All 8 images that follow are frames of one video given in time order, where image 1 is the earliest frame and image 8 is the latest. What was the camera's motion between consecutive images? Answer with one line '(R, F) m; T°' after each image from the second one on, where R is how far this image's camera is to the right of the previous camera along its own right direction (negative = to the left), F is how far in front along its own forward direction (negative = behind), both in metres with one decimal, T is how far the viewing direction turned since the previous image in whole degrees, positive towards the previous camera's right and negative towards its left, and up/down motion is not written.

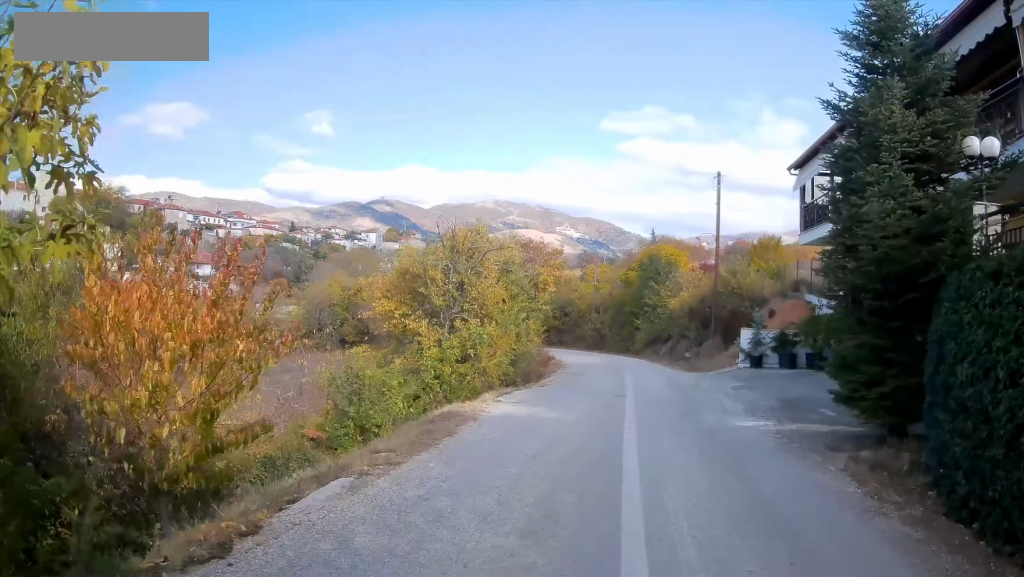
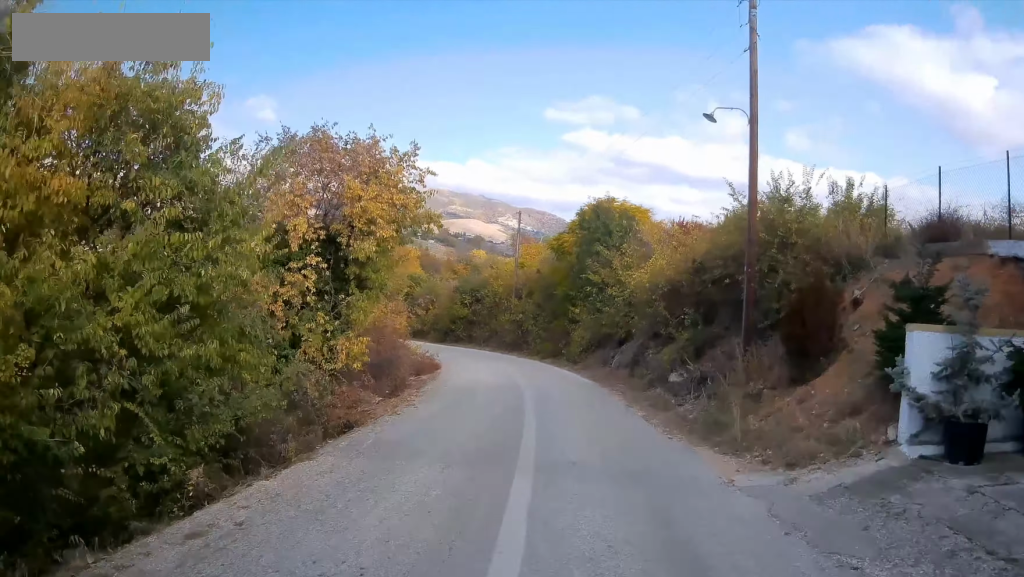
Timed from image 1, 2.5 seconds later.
(+1.4, +16.6) m; +6°
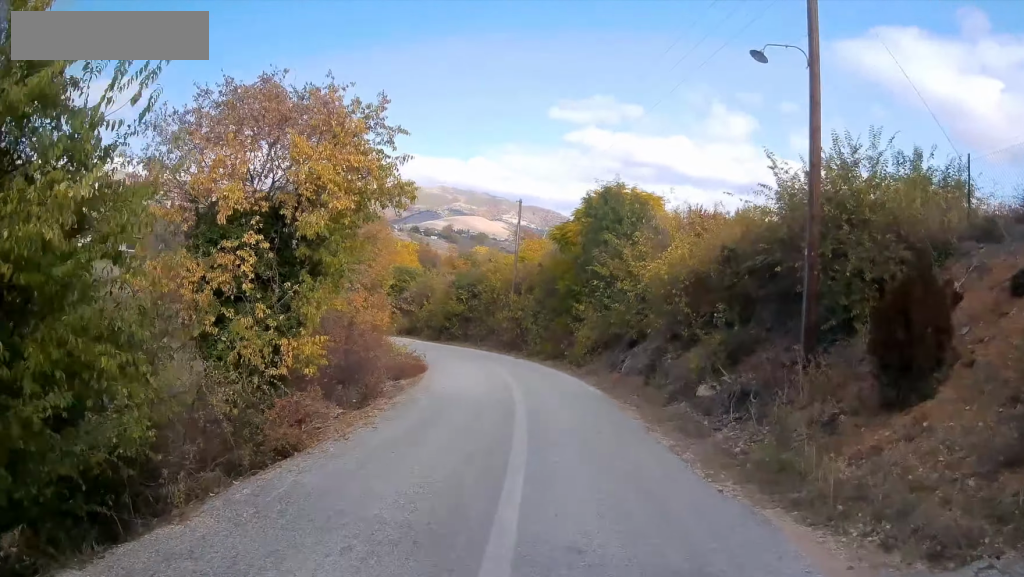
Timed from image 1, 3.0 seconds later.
(0.0, +3.2) m; -2°
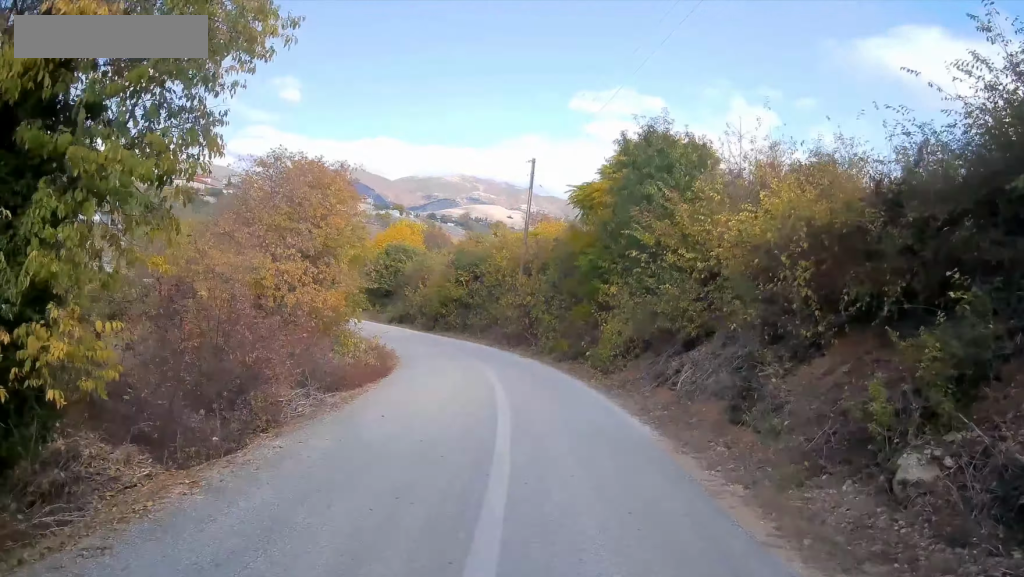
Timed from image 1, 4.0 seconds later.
(-0.3, +7.3) m; -3°
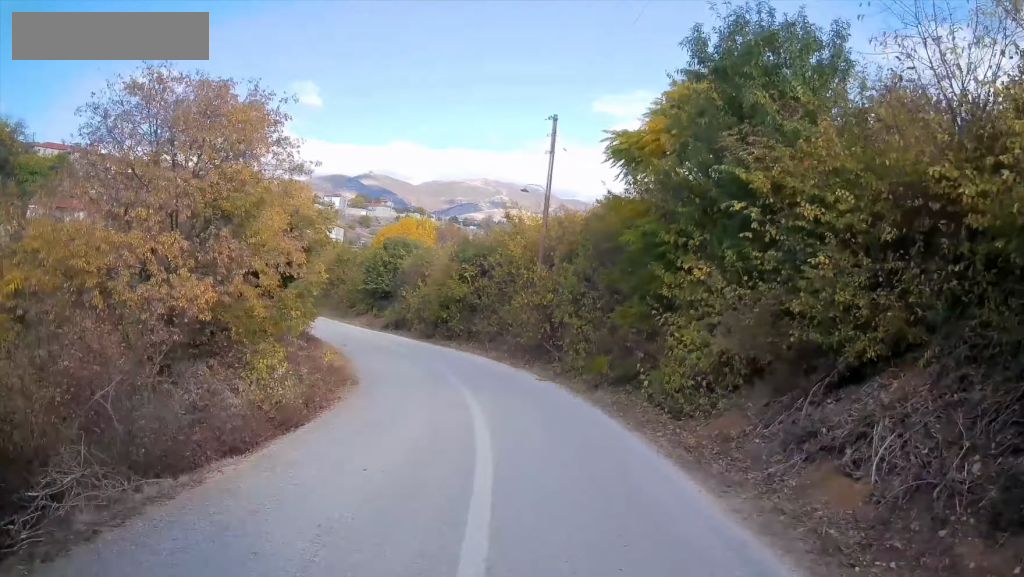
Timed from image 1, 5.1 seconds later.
(-0.1, +7.1) m; -2°
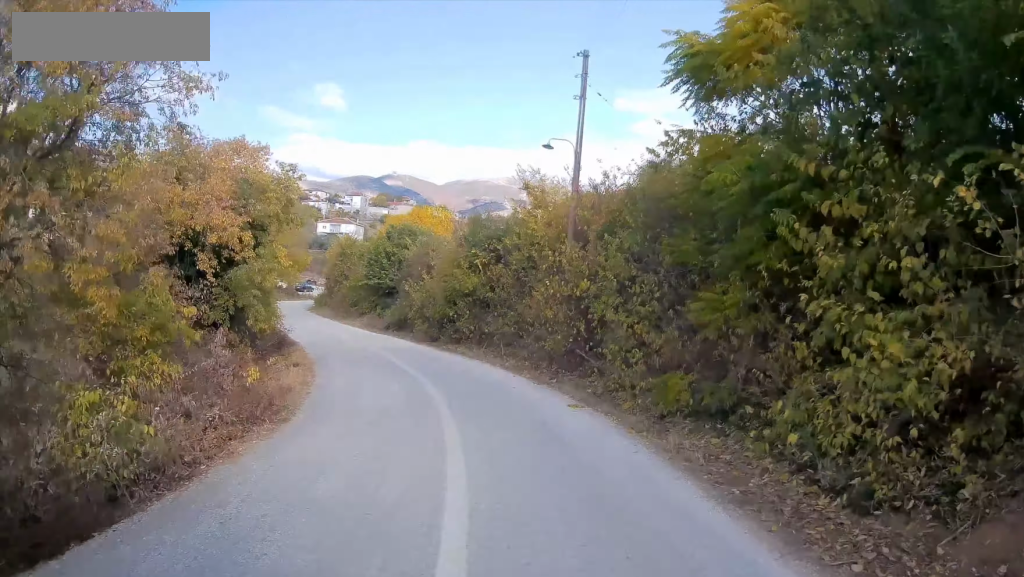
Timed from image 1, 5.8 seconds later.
(-0.1, +5.3) m; -3°
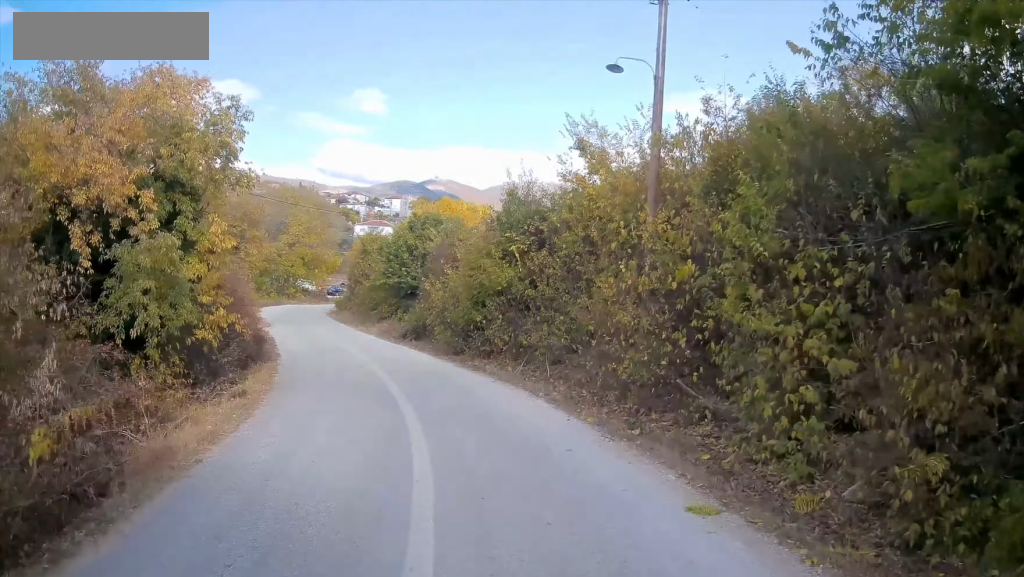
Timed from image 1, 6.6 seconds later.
(-0.2, +5.6) m; -5°
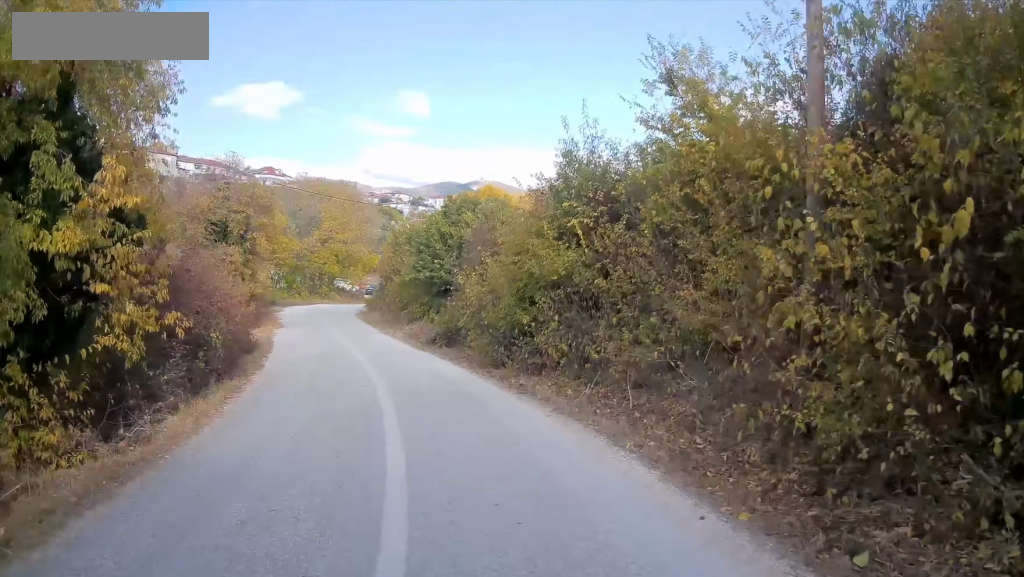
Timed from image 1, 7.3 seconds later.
(-0.1, +4.6) m; -5°
